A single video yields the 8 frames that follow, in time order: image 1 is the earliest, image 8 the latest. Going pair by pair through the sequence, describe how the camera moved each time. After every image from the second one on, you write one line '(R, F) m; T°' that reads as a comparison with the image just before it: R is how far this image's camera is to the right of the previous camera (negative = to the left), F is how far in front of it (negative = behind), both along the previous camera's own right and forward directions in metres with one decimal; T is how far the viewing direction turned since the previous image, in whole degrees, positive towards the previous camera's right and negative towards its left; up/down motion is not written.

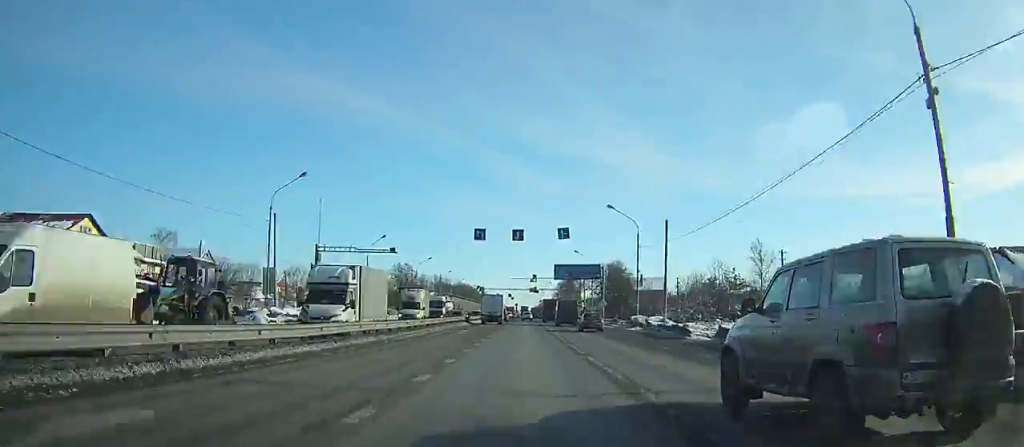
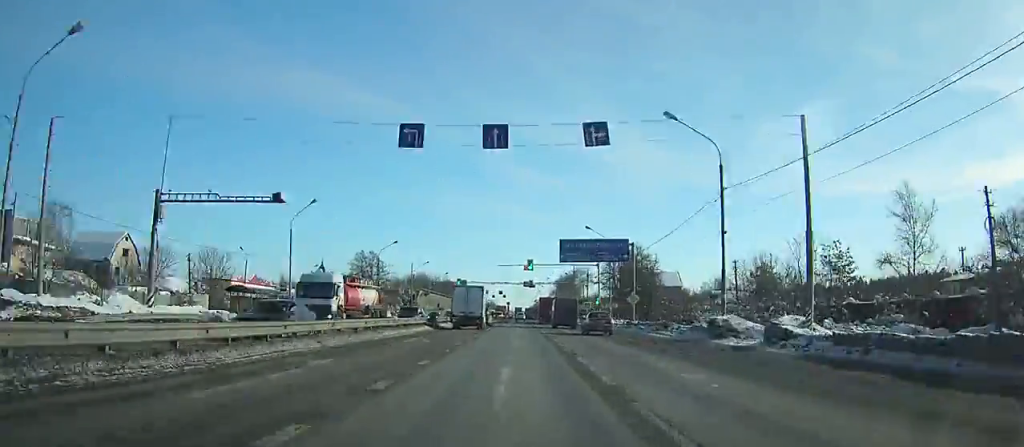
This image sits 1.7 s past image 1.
(+0.1, +26.7) m; 0°
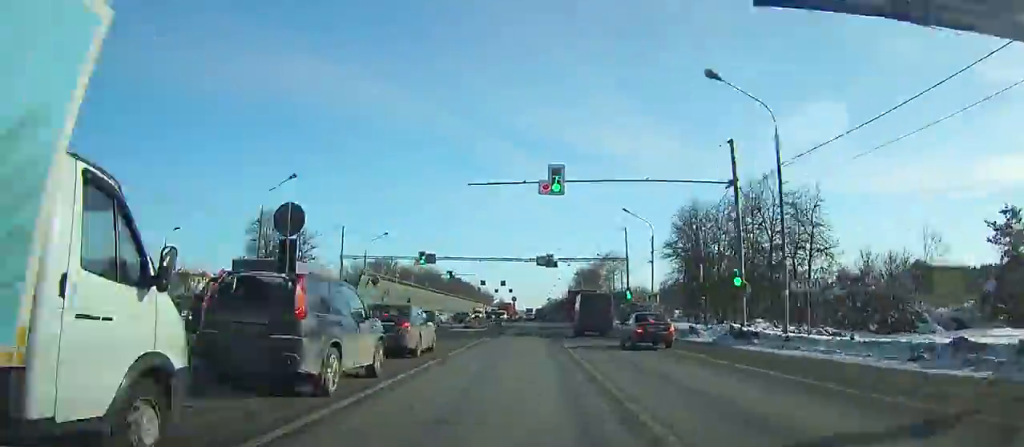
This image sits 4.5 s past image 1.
(0.0, +44.4) m; 0°
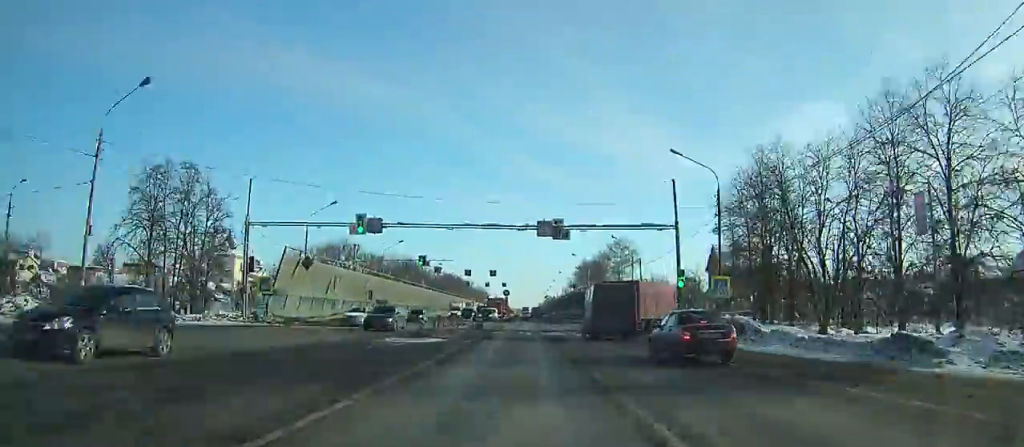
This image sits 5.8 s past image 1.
(+0.1, +21.1) m; 0°
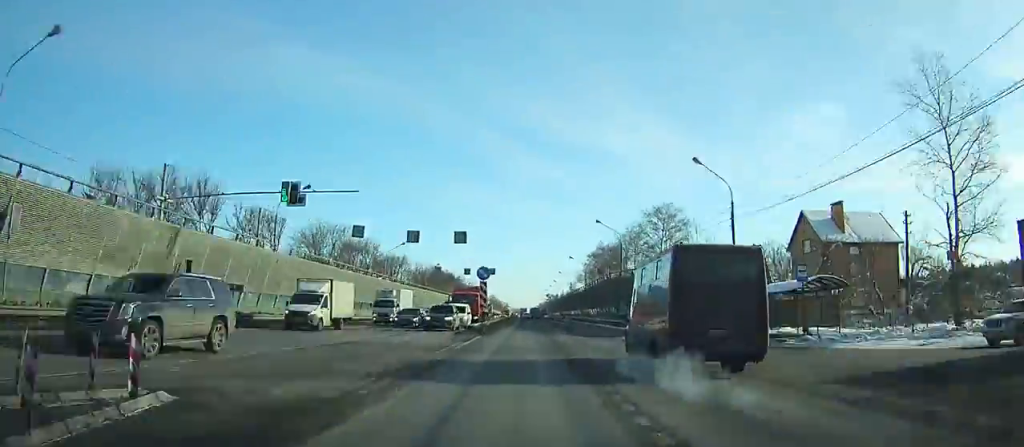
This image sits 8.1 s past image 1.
(-0.1, +38.0) m; 0°
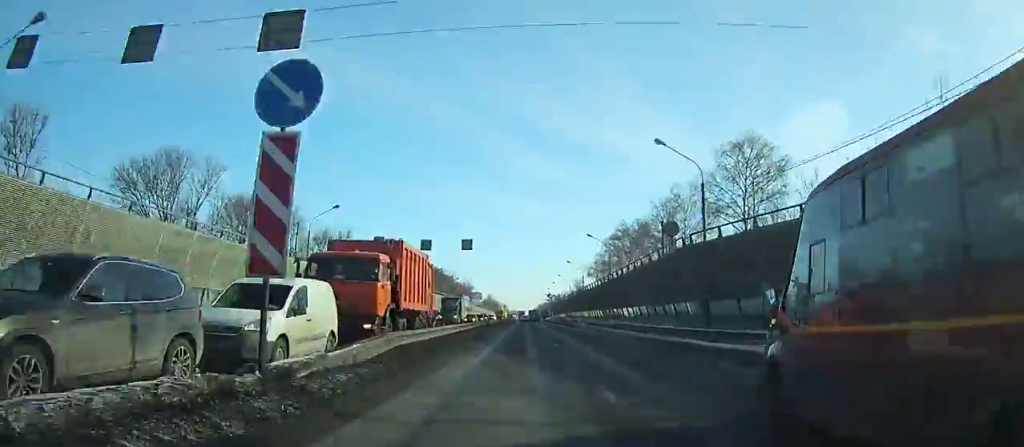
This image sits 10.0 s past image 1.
(-0.2, +32.0) m; 0°
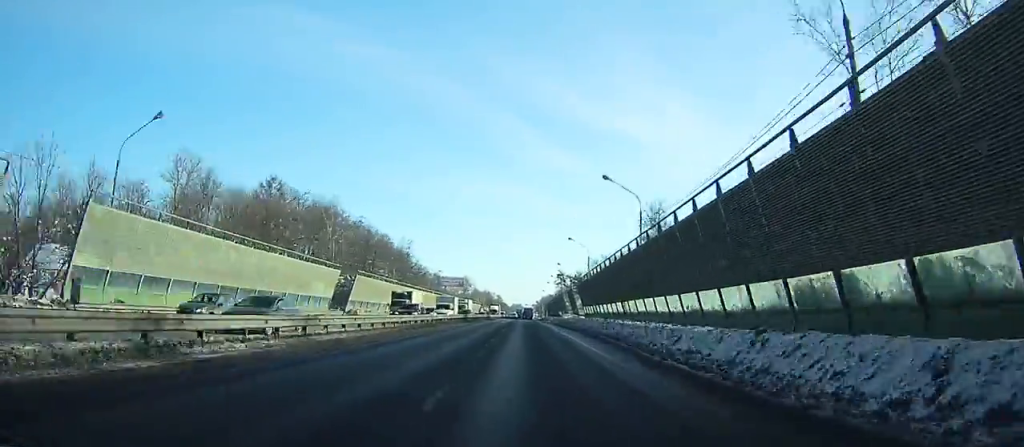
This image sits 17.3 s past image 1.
(+1.2, +129.1) m; 0°
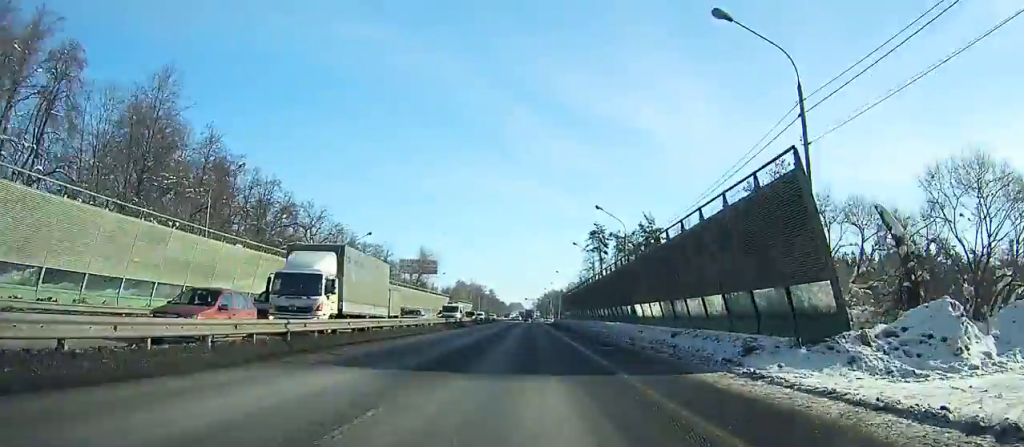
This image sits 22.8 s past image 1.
(-0.9, +99.5) m; 0°
